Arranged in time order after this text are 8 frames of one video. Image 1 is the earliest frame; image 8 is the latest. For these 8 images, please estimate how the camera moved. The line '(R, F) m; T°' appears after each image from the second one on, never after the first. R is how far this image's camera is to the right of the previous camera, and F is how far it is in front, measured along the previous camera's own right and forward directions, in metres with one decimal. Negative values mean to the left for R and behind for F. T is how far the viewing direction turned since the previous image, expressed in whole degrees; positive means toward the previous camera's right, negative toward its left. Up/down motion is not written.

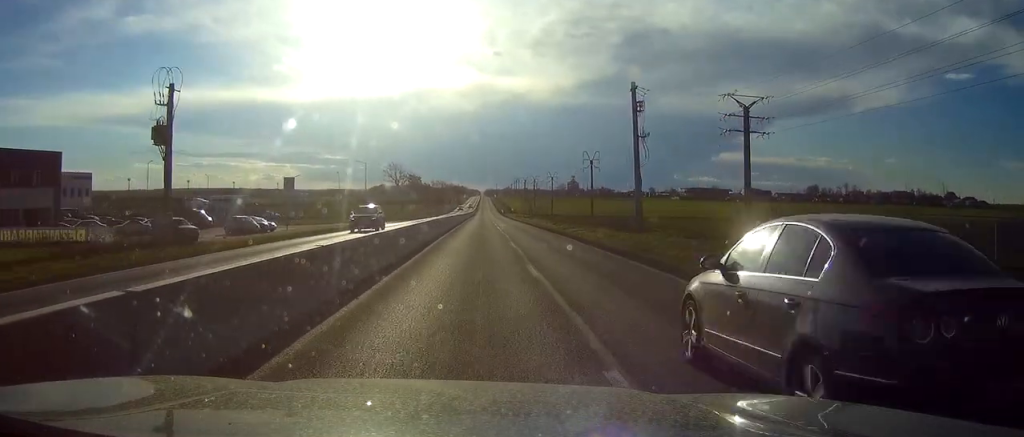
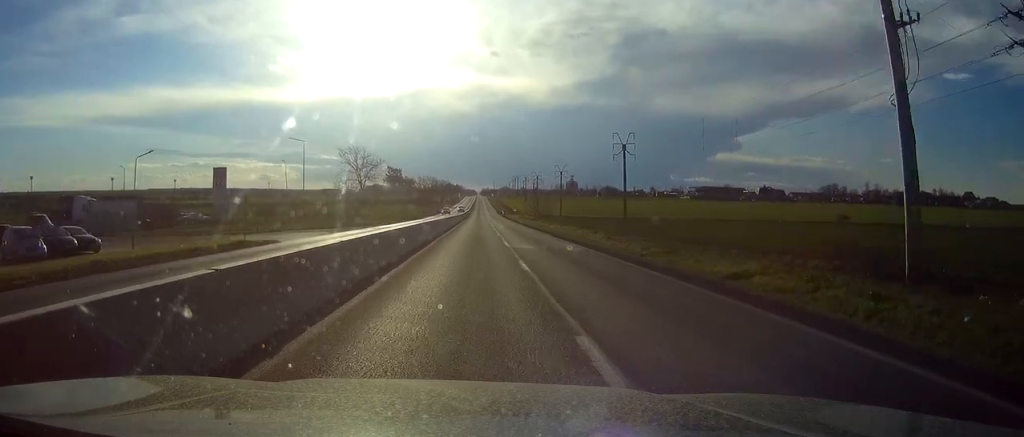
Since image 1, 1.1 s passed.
(0.0, +34.4) m; 0°
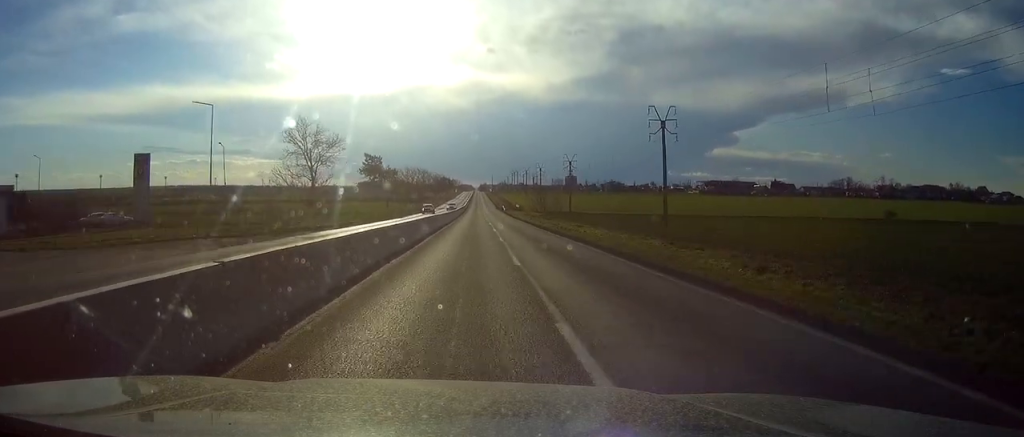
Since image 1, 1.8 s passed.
(0.0, +23.6) m; 0°
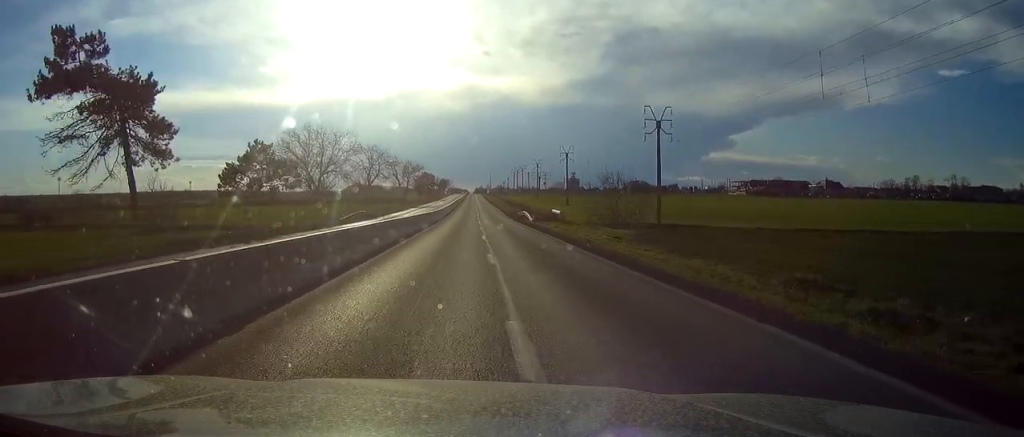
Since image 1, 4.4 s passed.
(+0.2, +83.9) m; 0°
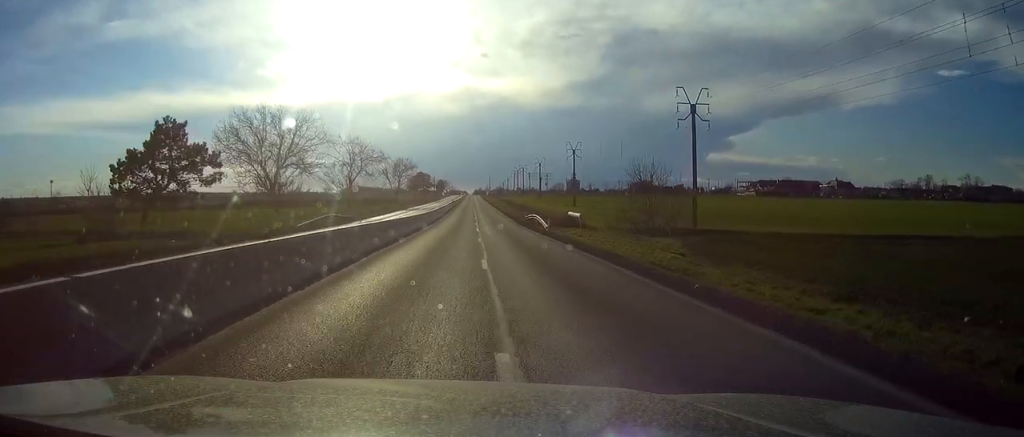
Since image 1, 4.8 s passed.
(+0.1, +14.0) m; 0°
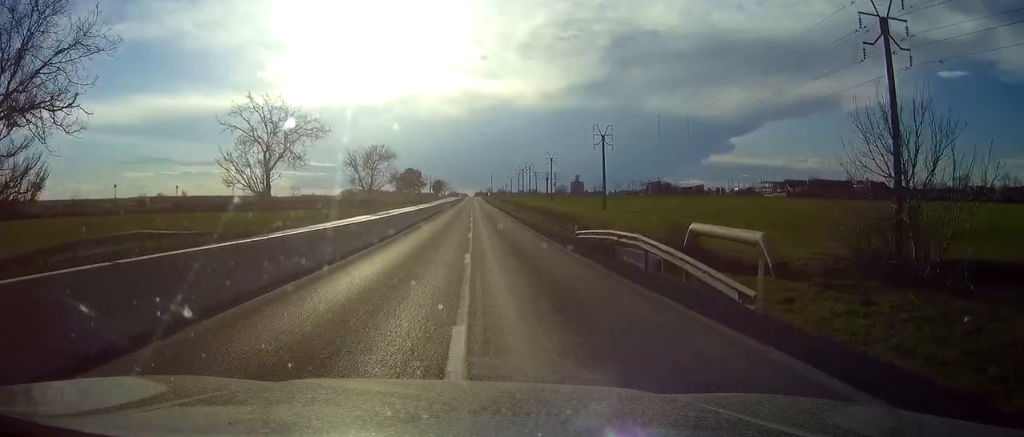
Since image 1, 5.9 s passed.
(+0.1, +34.5) m; 0°
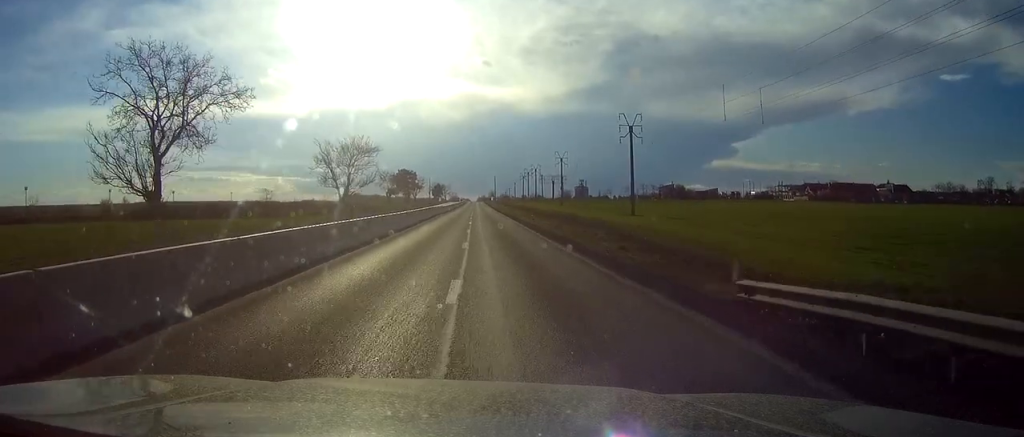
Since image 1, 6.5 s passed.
(0.0, +19.4) m; 0°
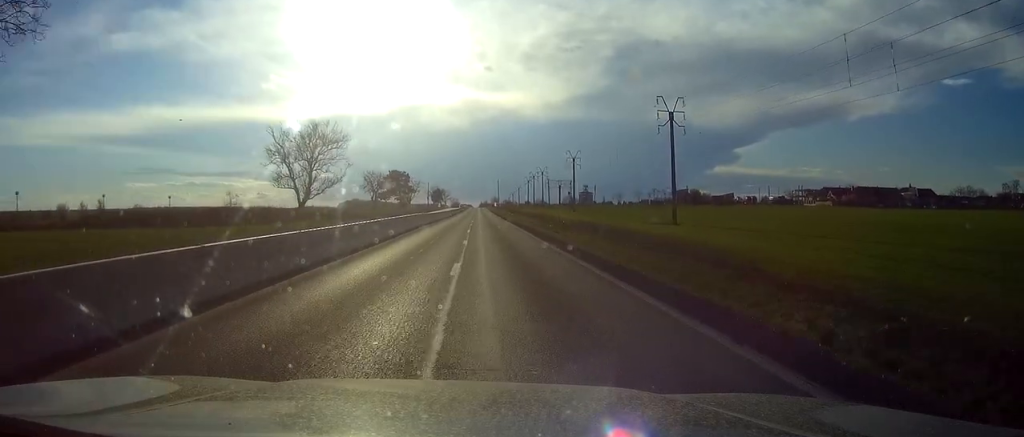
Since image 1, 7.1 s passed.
(0.0, +19.3) m; 0°
